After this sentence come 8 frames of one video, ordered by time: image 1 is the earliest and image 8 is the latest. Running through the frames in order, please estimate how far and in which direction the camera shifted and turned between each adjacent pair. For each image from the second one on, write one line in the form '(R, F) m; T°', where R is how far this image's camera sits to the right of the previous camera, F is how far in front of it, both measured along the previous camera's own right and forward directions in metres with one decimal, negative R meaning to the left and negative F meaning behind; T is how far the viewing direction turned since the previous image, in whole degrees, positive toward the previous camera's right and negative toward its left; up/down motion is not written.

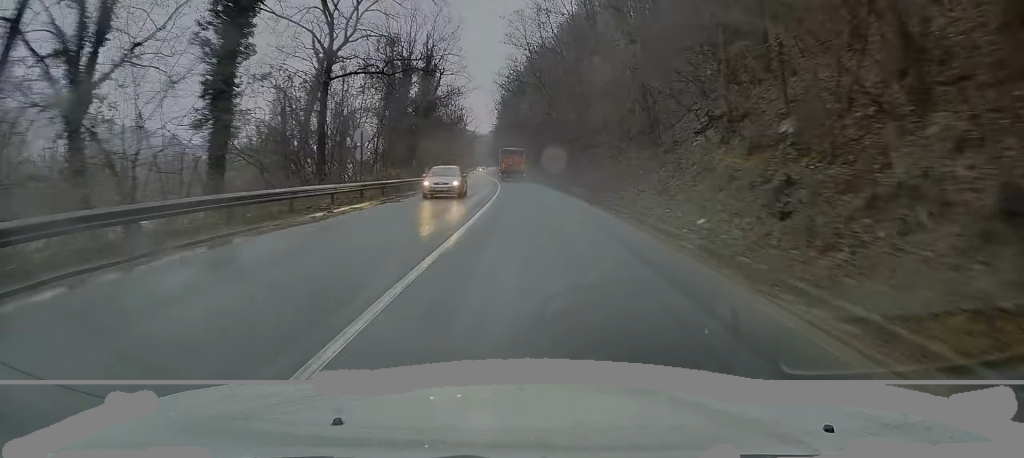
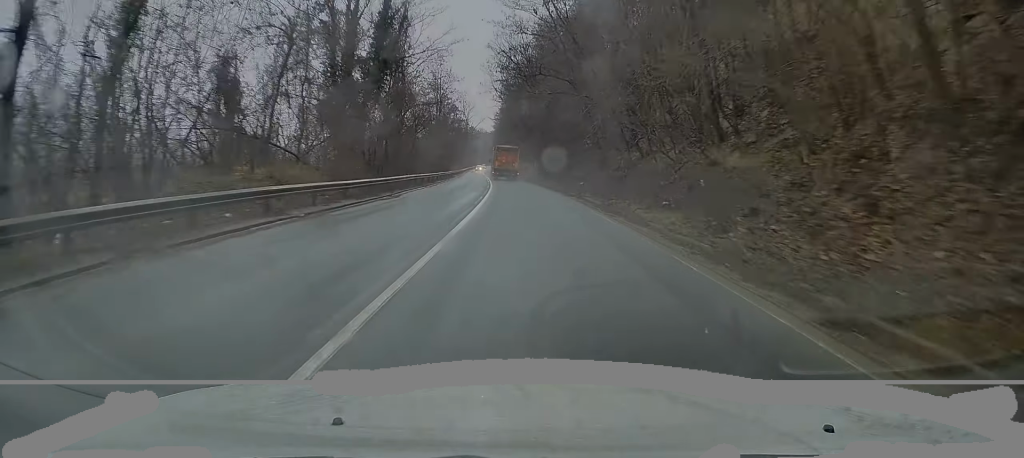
(-0.2, +20.3) m; -1°
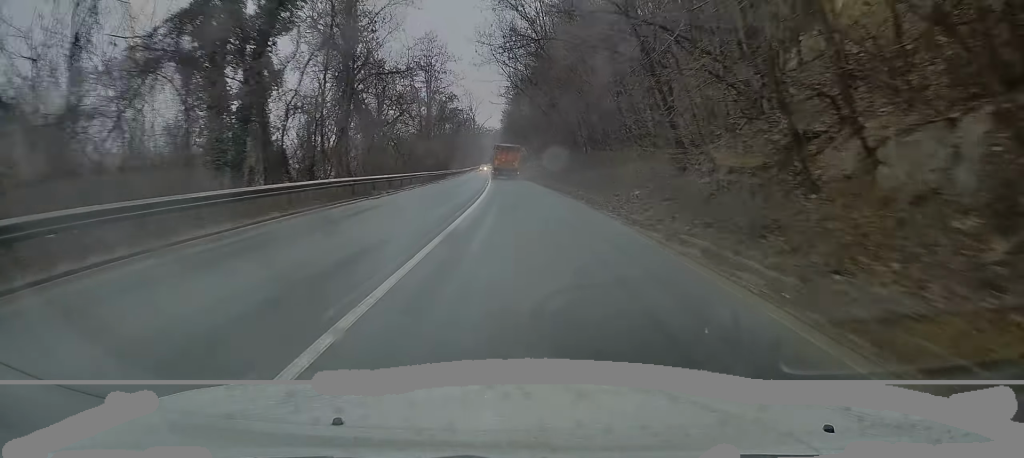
(-0.2, +16.9) m; -1°
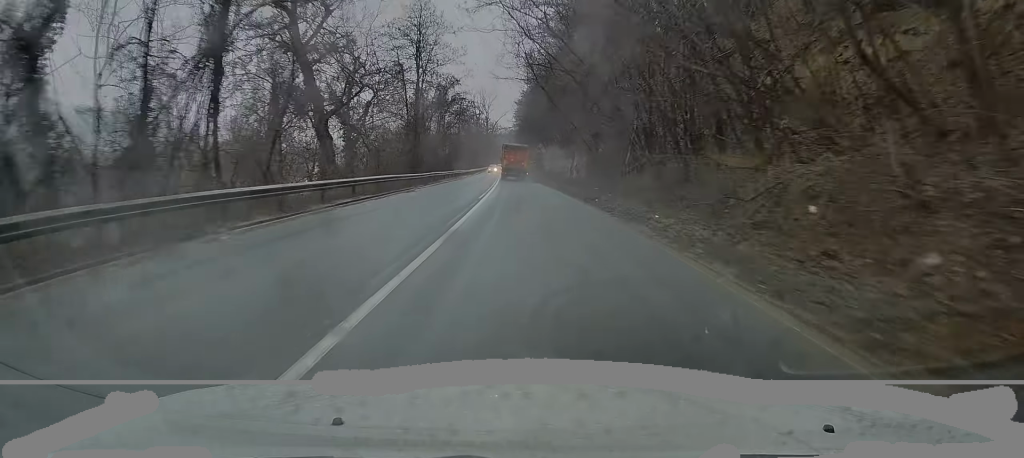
(0.0, +16.2) m; -1°
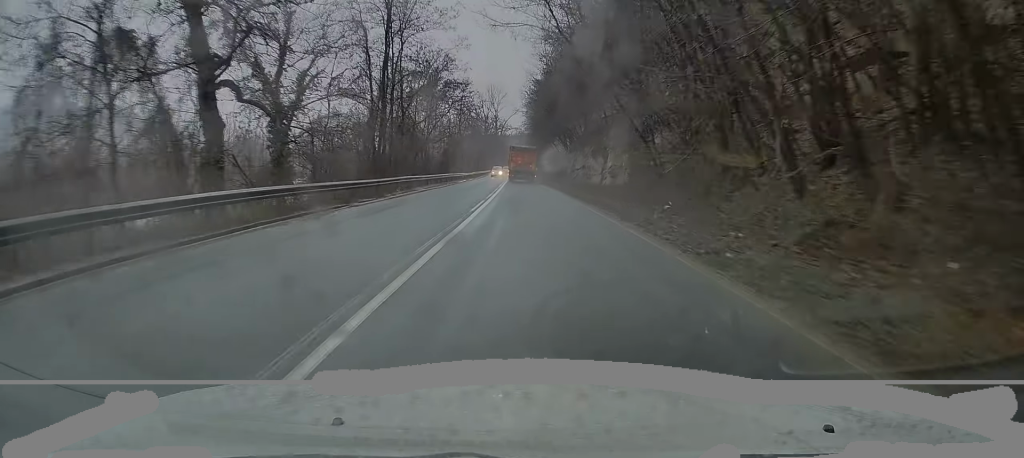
(-0.1, +15.6) m; -2°
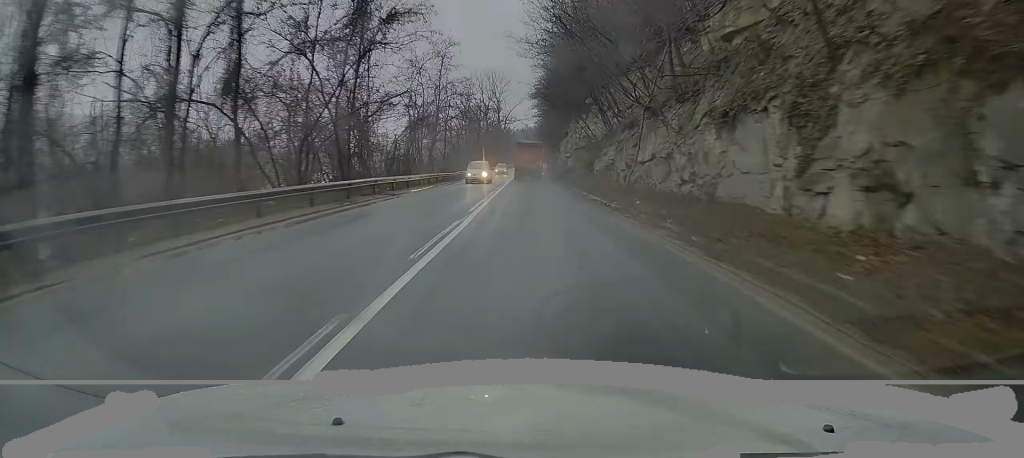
(-0.8, +28.1) m; -2°
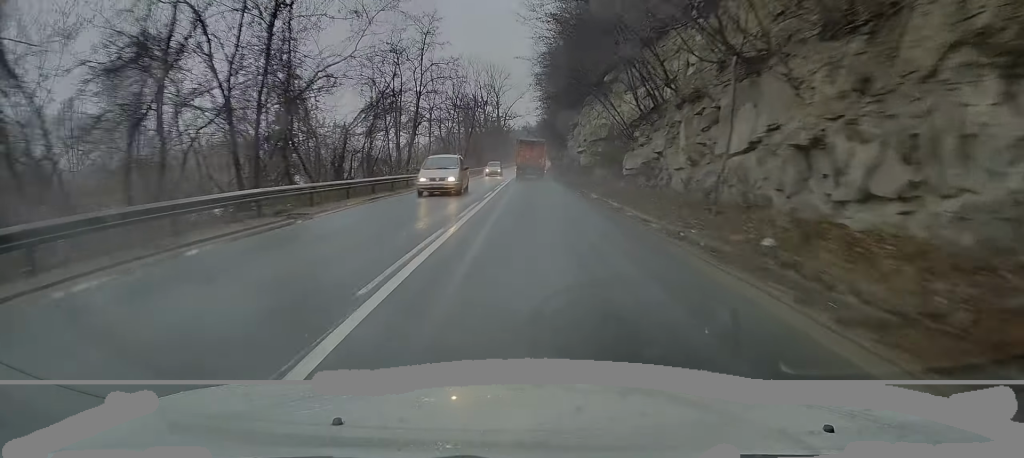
(0.0, +11.7) m; 0°
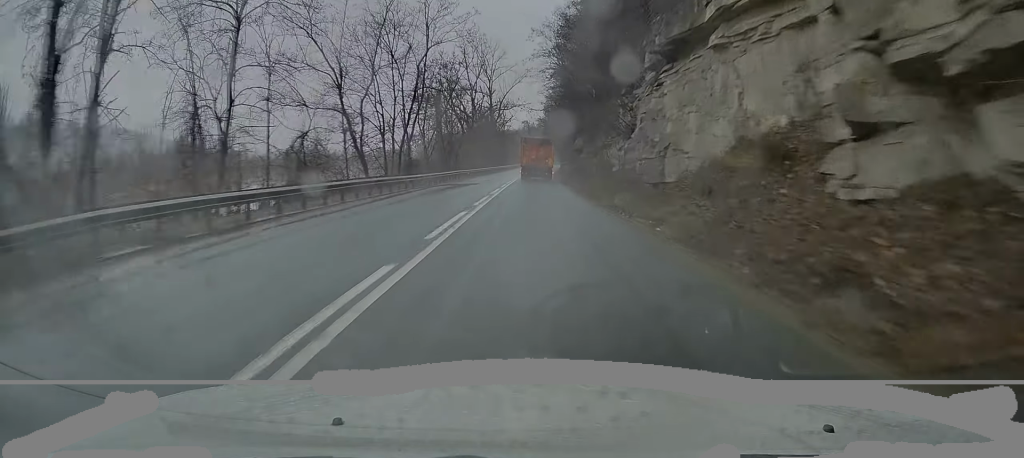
(+0.3, +40.7) m; +1°
